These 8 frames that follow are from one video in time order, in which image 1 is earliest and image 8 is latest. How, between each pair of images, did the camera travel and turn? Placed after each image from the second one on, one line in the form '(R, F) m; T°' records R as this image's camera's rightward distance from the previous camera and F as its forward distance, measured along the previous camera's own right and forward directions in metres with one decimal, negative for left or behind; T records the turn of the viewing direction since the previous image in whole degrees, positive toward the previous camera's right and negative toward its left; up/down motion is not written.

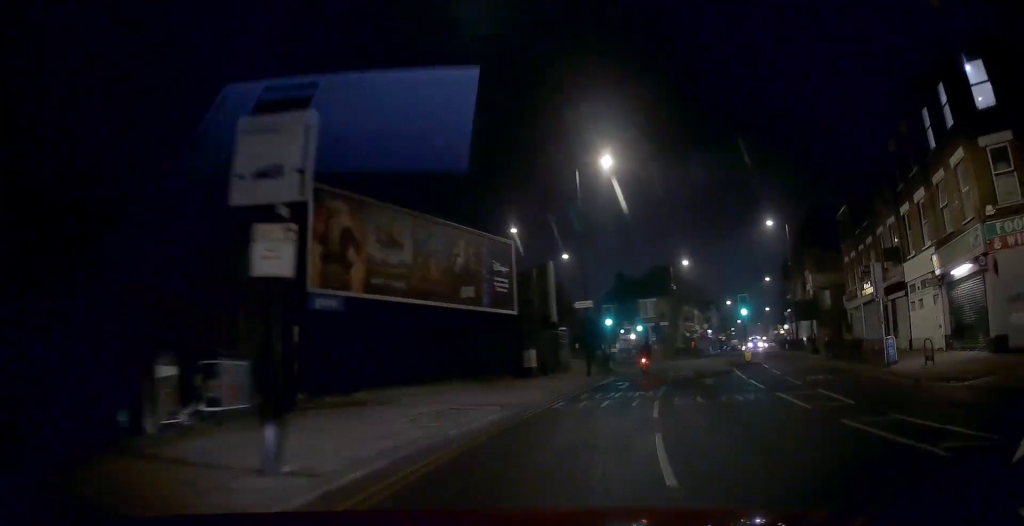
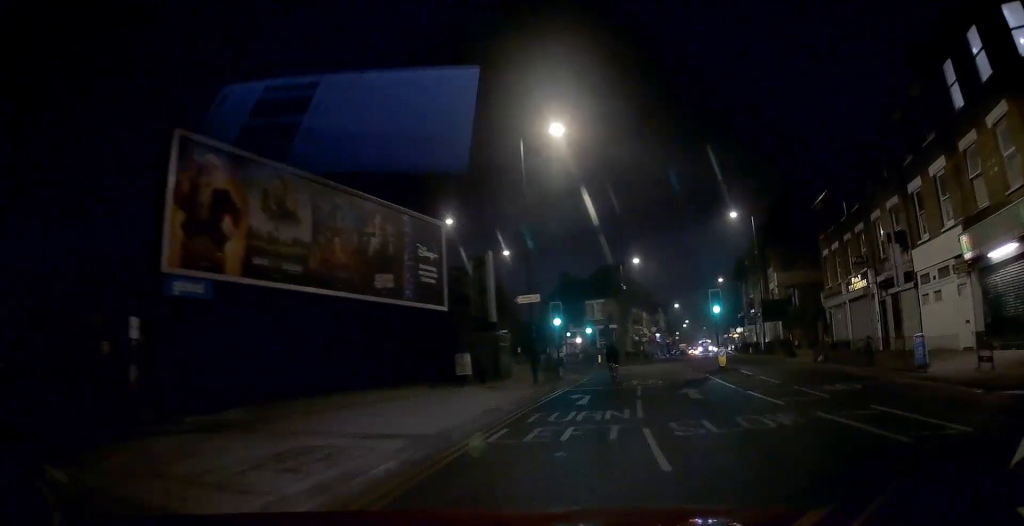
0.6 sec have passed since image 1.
(+0.5, +4.2) m; +6°
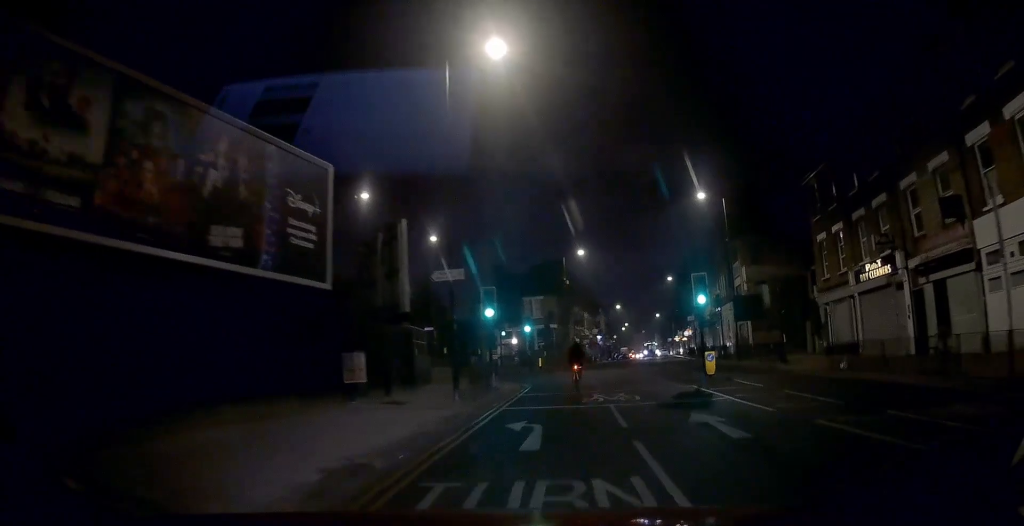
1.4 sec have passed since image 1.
(0.0, +5.9) m; 0°
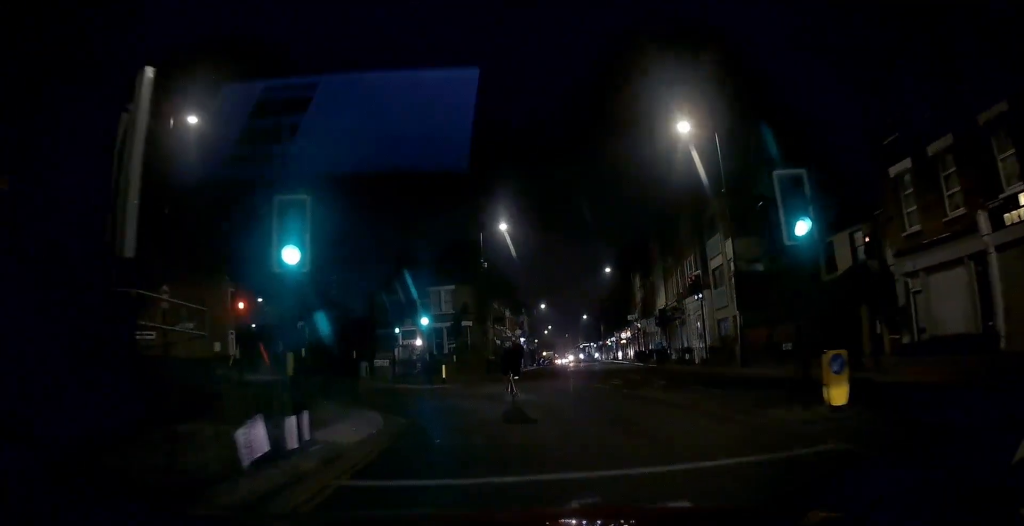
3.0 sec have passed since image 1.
(+1.1, +14.2) m; +13°
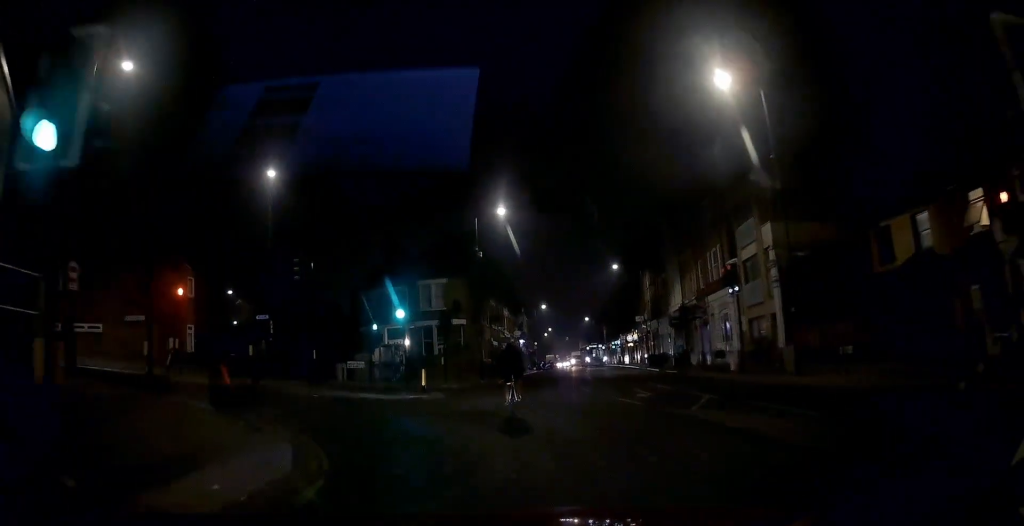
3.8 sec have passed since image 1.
(+0.5, +6.1) m; +6°
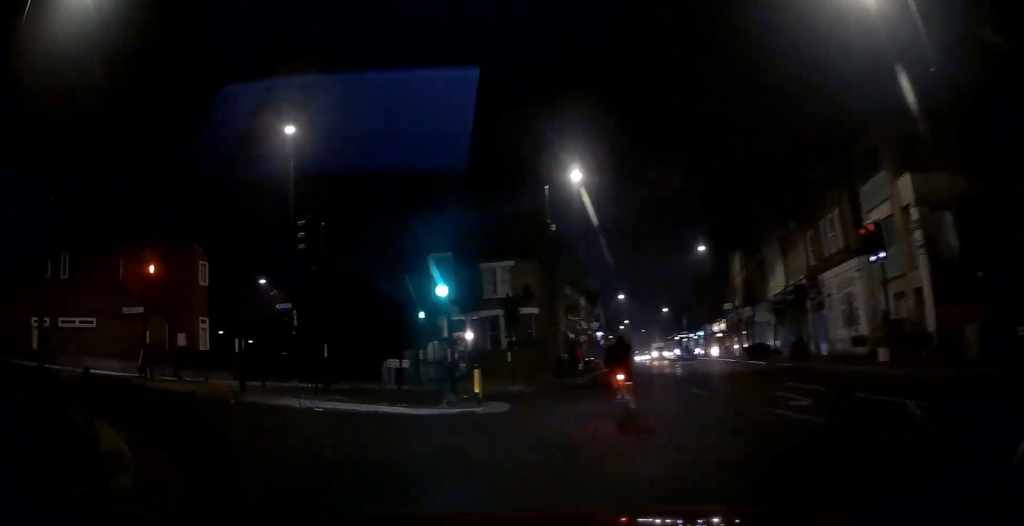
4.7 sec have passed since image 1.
(+0.2, +7.1) m; -3°
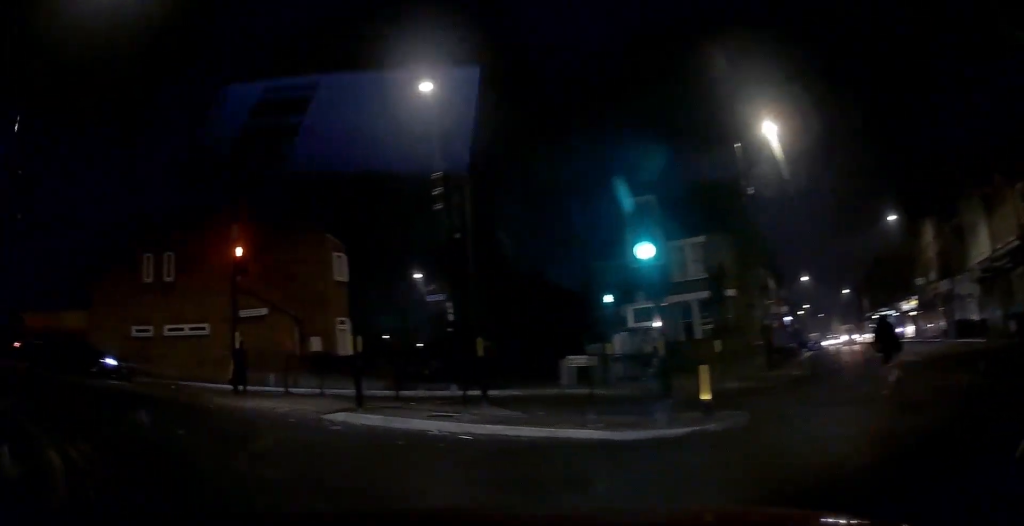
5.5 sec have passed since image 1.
(-0.4, +5.3) m; -7°
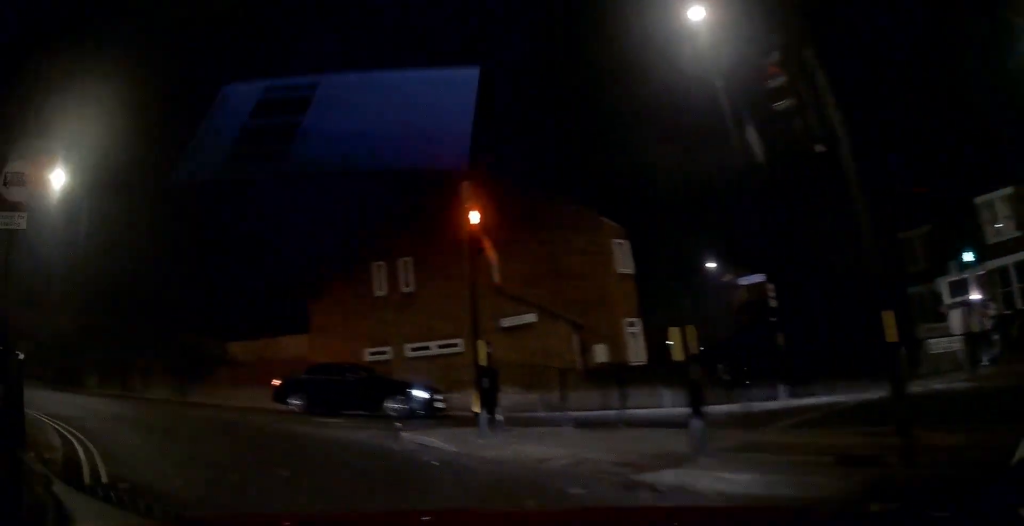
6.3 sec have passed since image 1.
(-0.4, +5.4) m; -16°
